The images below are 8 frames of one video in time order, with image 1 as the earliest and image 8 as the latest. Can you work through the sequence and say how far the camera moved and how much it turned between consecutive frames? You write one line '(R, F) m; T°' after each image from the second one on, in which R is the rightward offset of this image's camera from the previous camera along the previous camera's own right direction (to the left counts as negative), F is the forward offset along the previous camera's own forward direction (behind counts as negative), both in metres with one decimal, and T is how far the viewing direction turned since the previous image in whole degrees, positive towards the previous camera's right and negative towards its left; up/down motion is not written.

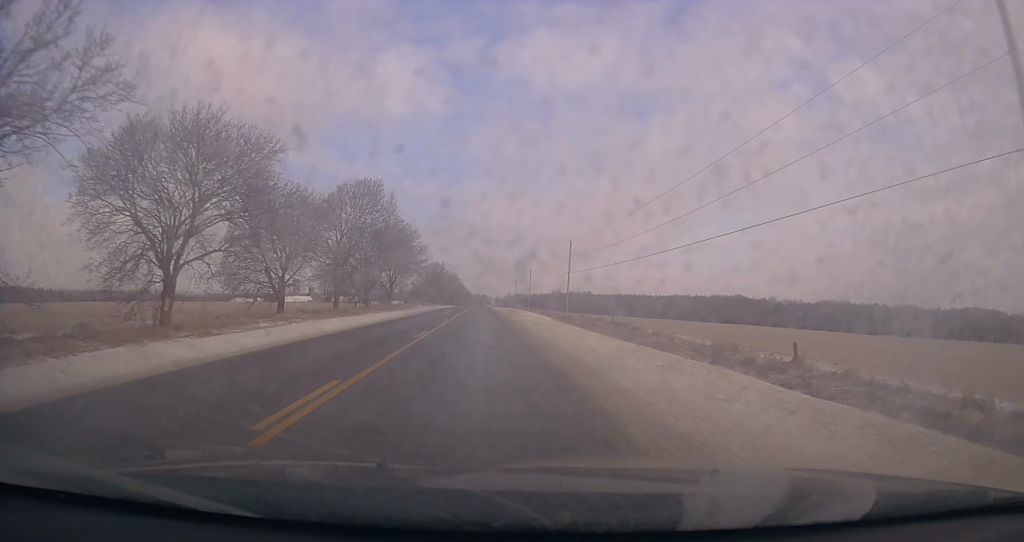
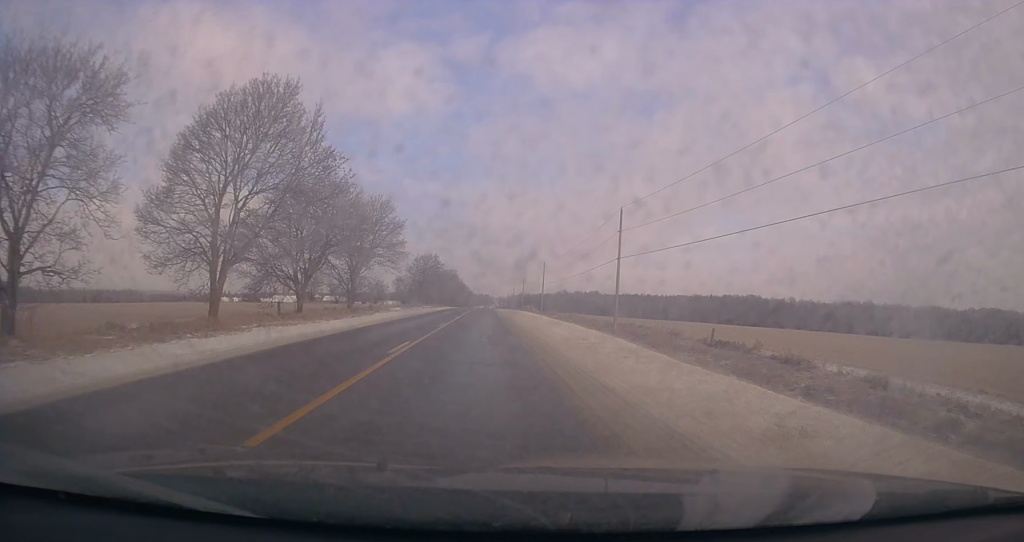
(-0.1, +29.4) m; 0°
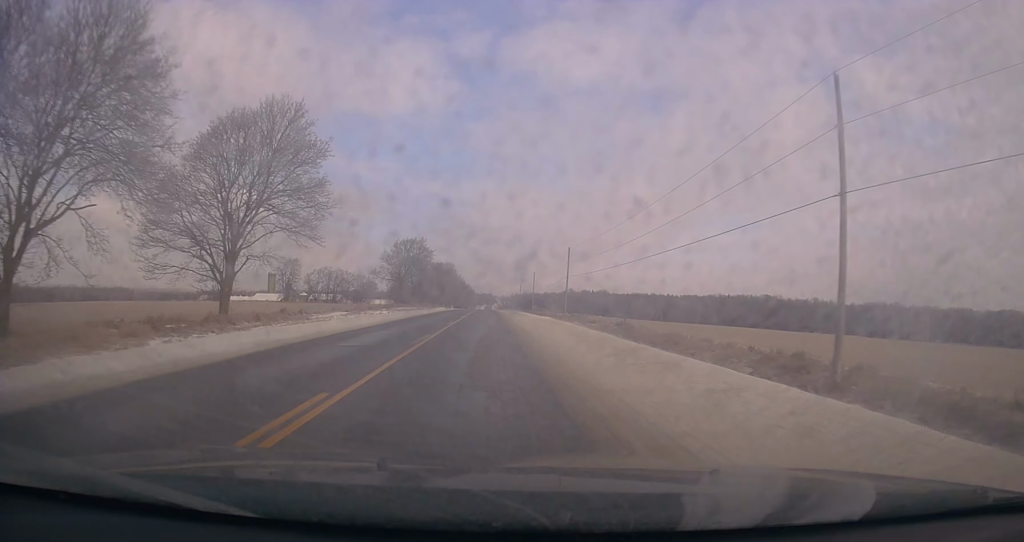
(+0.9, +32.8) m; 0°
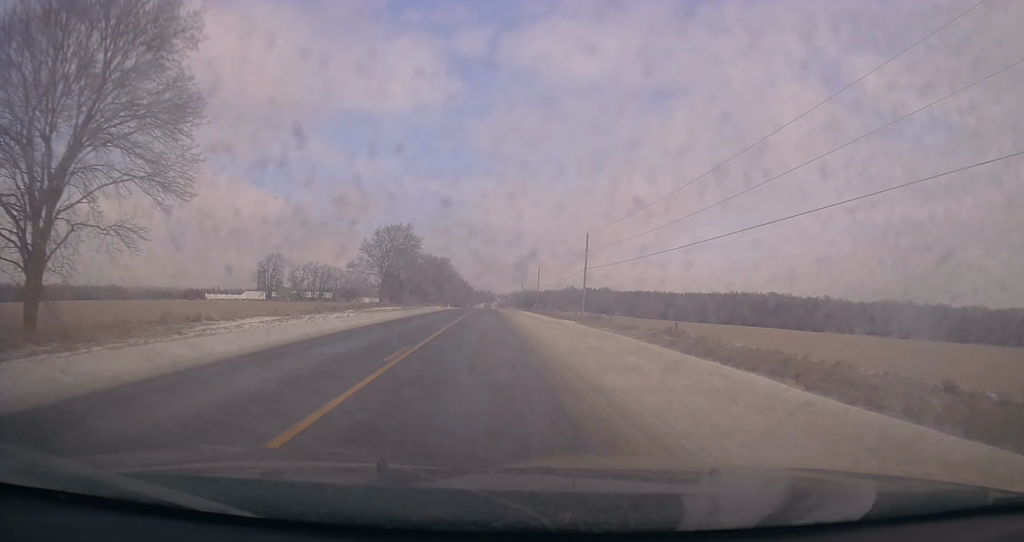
(-0.8, +16.8) m; 0°
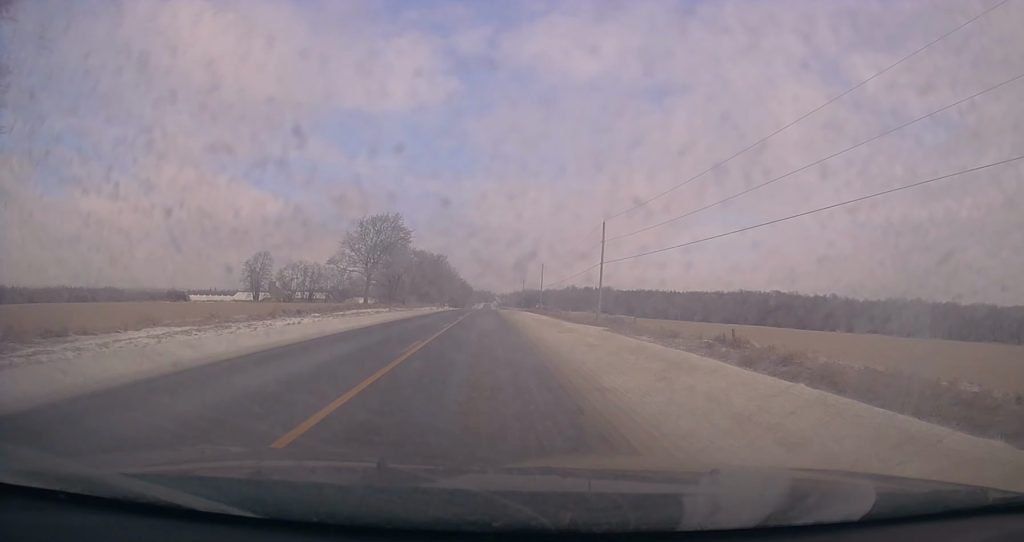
(-0.3, +11.0) m; 0°
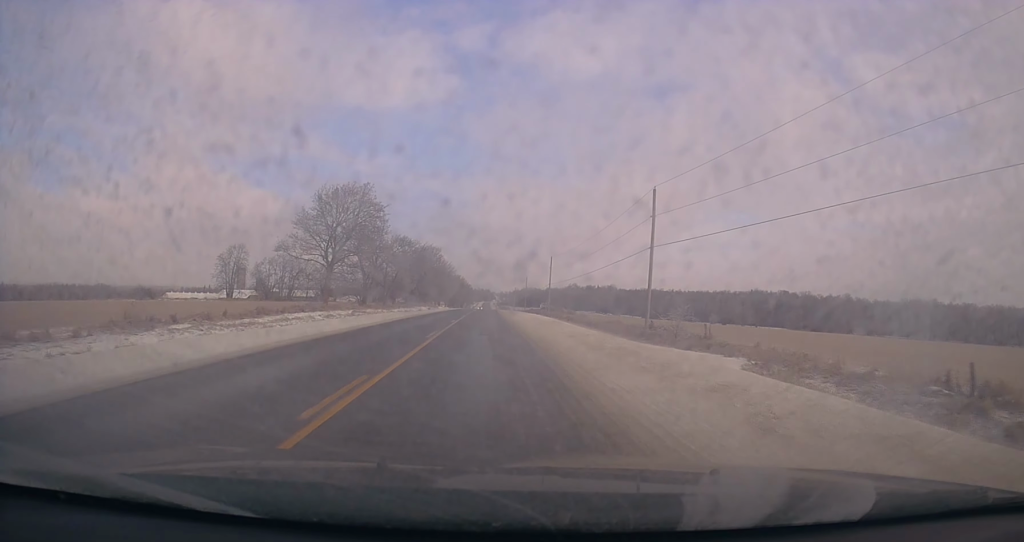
(+0.9, +18.2) m; +2°
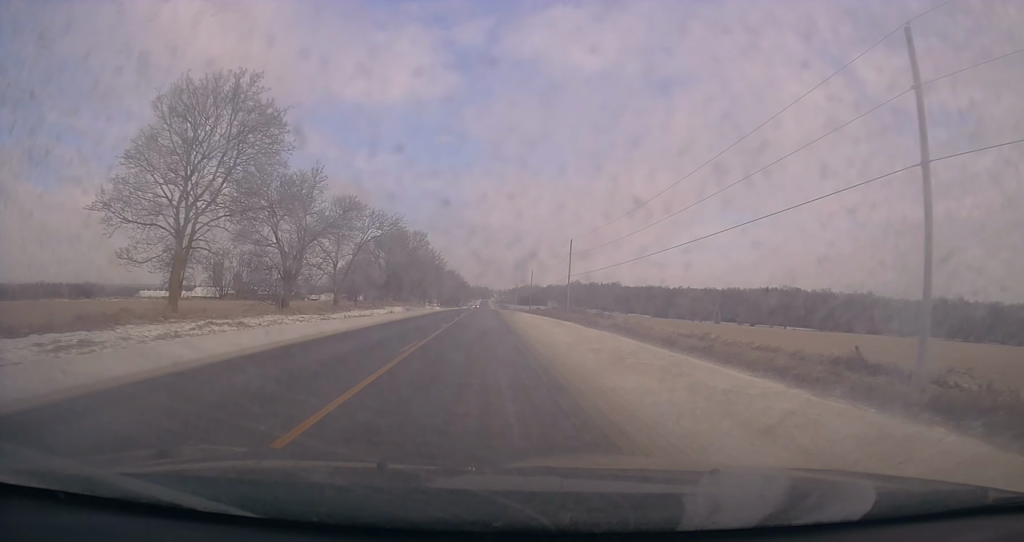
(-0.5, +28.8) m; -1°
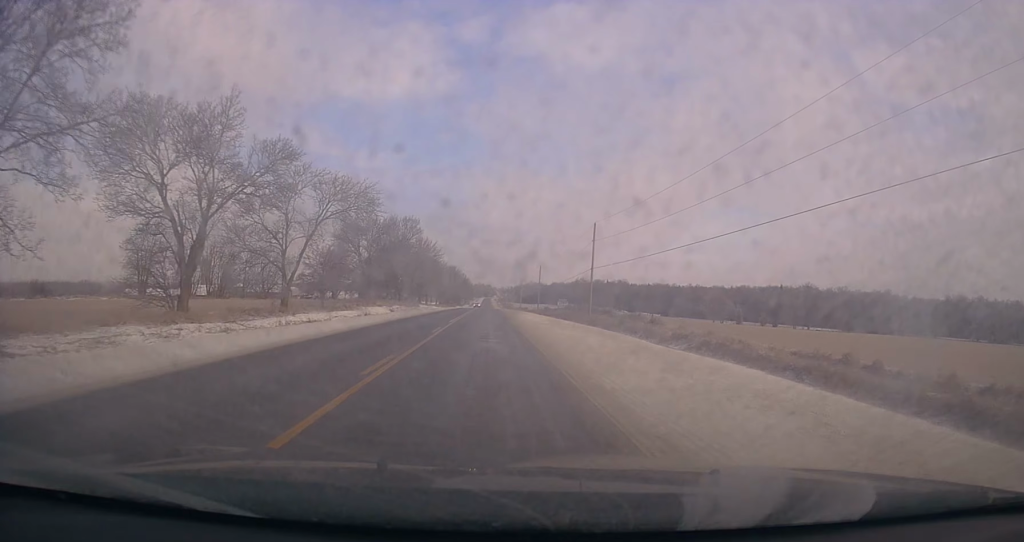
(0.0, +16.5) m; 0°
